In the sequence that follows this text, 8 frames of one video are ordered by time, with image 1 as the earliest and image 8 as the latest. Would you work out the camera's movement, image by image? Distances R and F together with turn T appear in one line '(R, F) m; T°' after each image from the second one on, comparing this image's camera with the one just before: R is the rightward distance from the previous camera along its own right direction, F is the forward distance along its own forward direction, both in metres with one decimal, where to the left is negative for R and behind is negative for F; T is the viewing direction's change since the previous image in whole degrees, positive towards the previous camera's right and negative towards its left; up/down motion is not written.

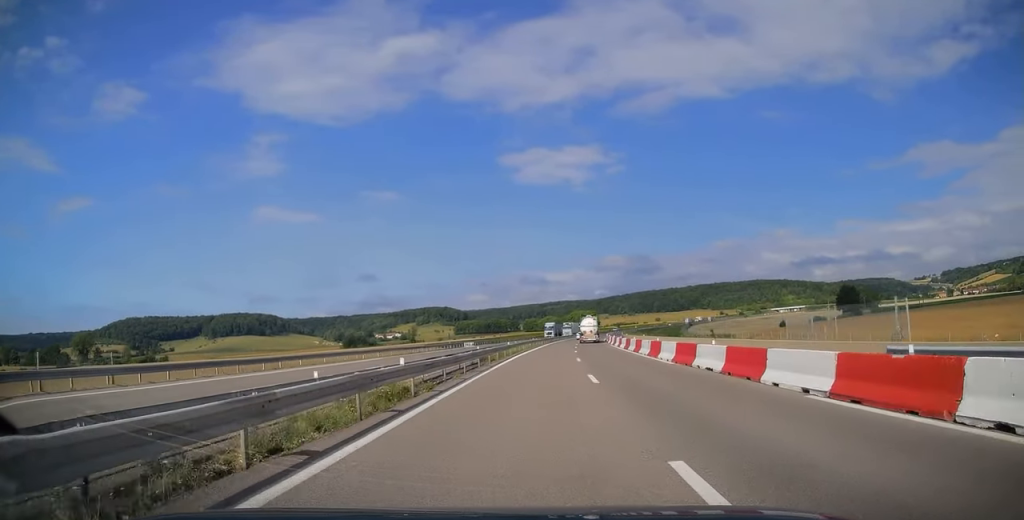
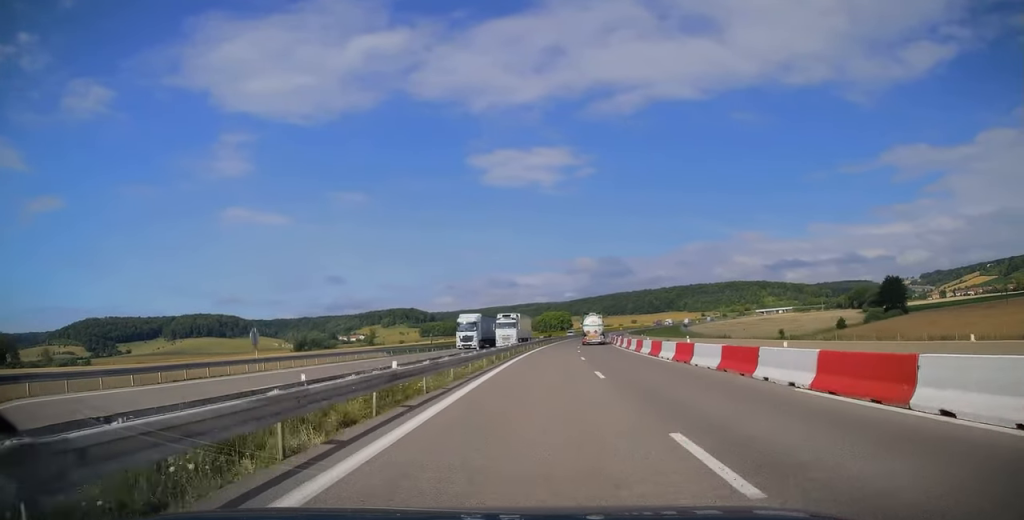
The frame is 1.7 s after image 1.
(+1.4, +50.9) m; +3°
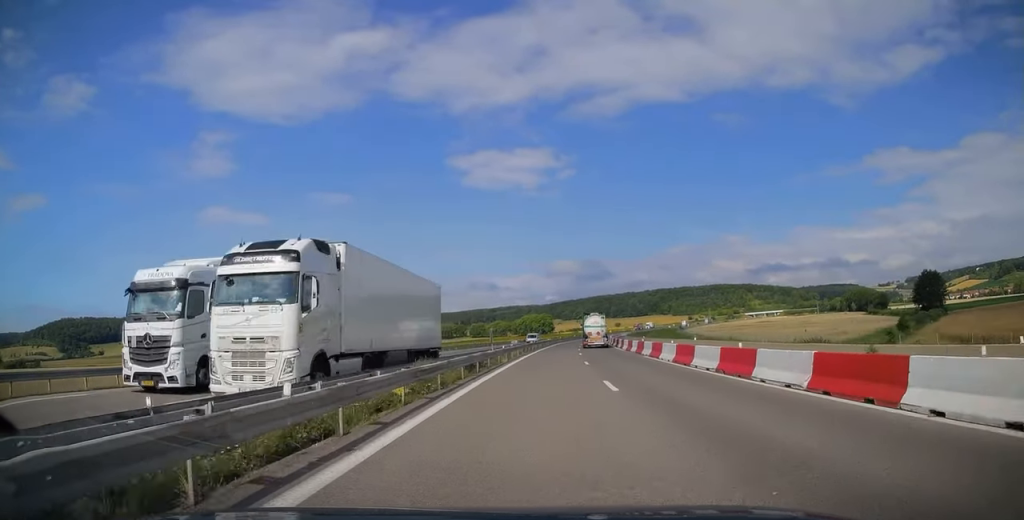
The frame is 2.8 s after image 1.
(+0.1, +29.9) m; +1°
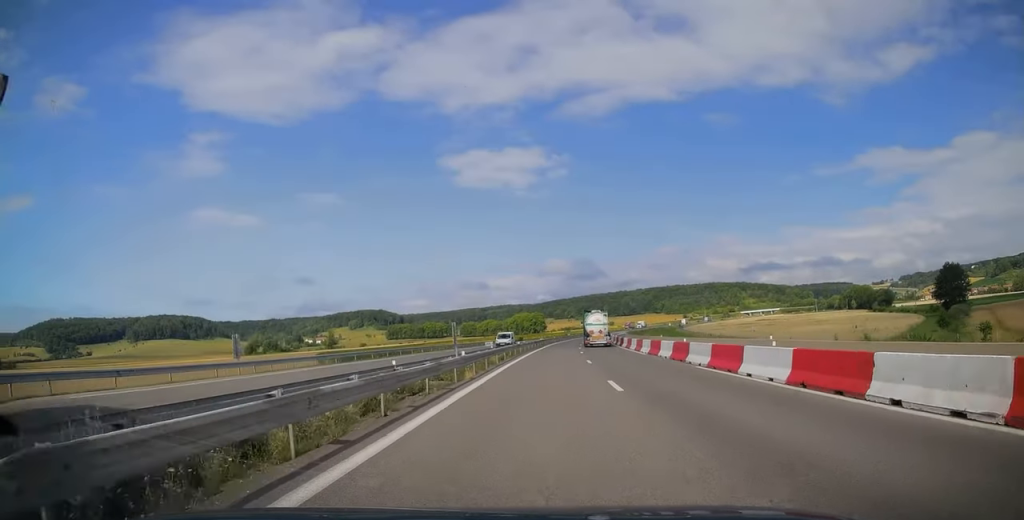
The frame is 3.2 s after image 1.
(0.0, +13.7) m; +1°
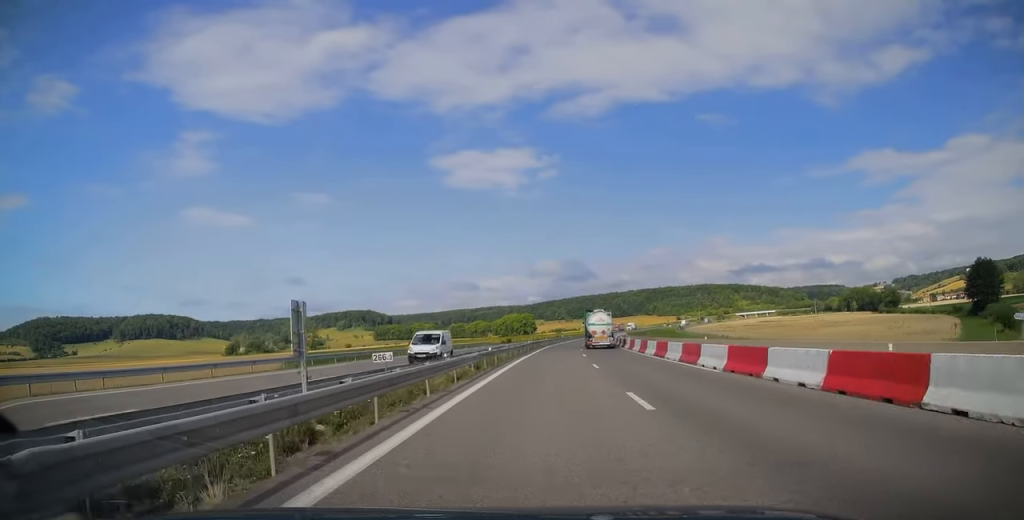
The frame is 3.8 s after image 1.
(+0.2, +16.6) m; +1°
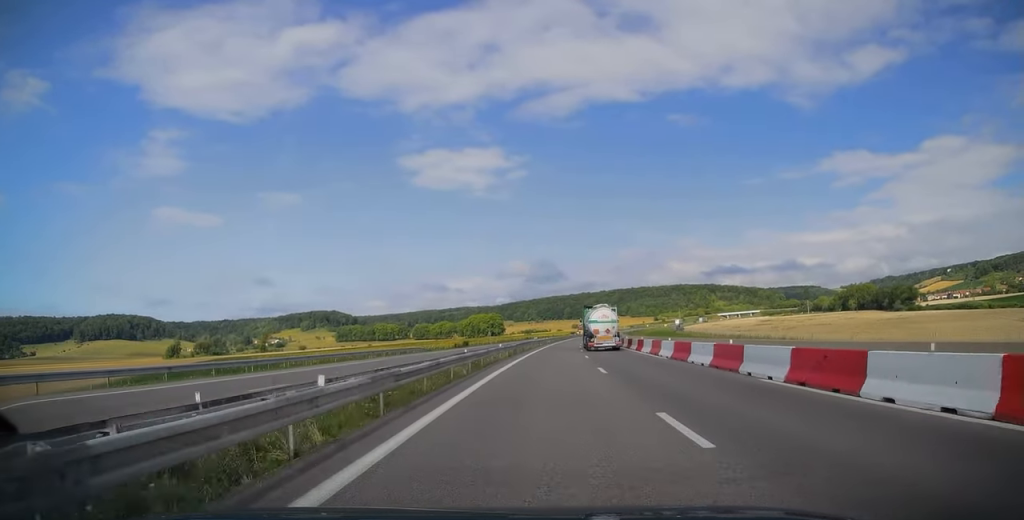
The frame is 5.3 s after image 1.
(+1.5, +43.0) m; +3°
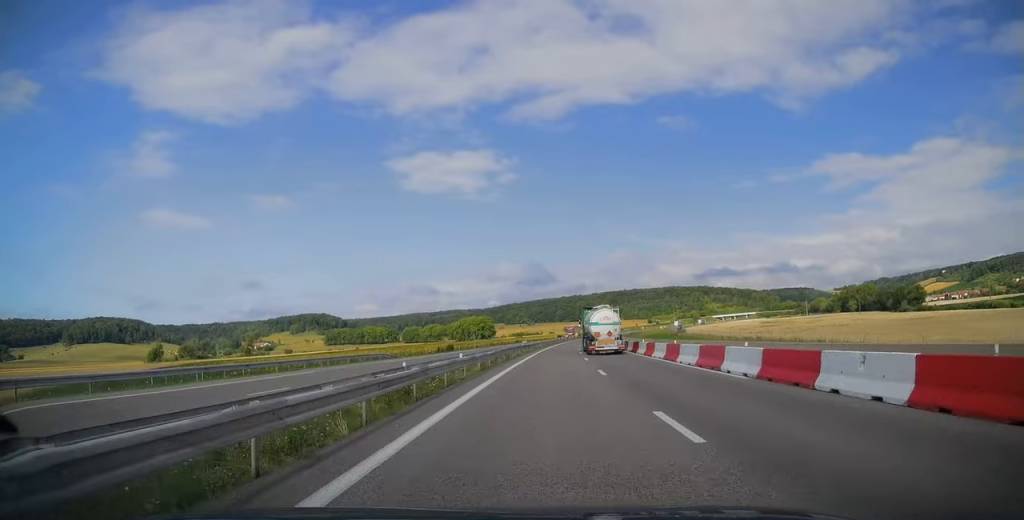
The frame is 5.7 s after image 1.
(0.0, +12.7) m; 0°
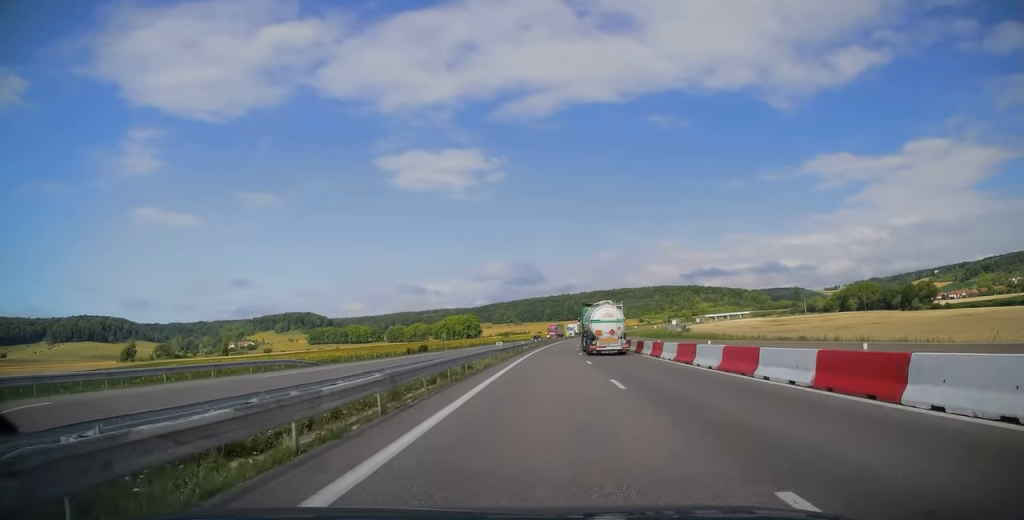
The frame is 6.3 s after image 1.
(-0.1, +18.6) m; +1°
